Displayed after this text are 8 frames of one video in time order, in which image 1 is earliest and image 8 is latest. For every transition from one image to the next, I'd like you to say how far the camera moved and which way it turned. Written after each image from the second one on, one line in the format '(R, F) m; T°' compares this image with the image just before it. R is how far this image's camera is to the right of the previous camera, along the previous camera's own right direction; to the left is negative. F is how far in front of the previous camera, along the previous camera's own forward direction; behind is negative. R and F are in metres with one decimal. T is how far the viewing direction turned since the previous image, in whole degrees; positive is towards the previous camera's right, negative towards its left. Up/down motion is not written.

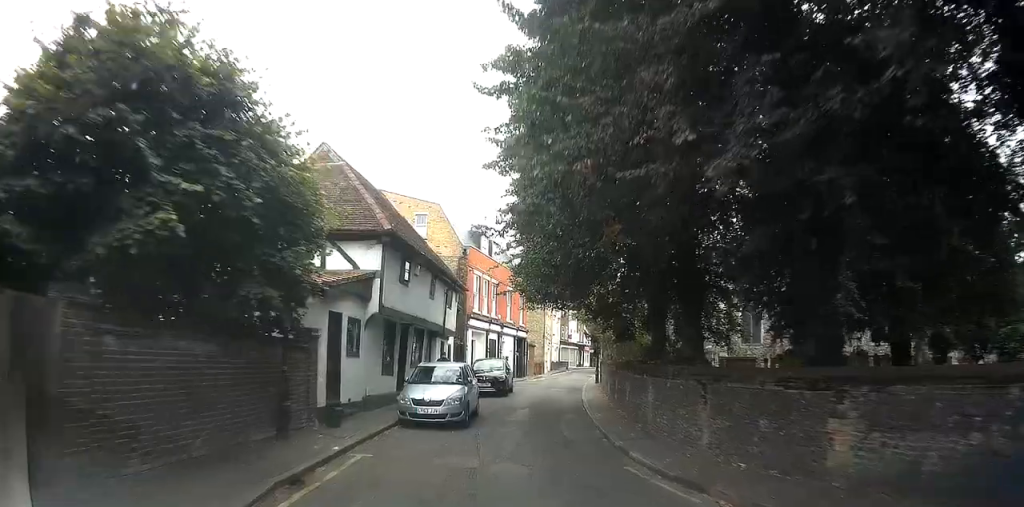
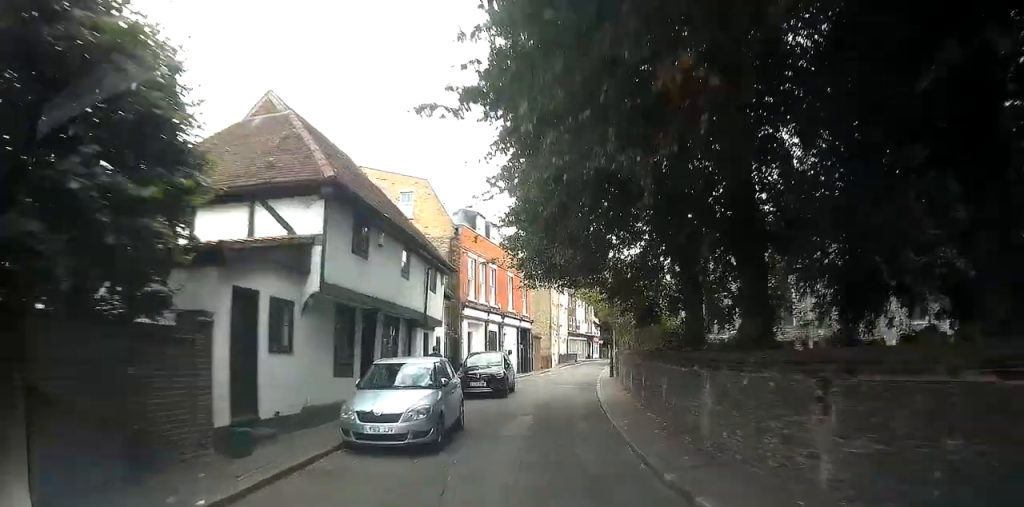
(+0.1, +2.8) m; +6°
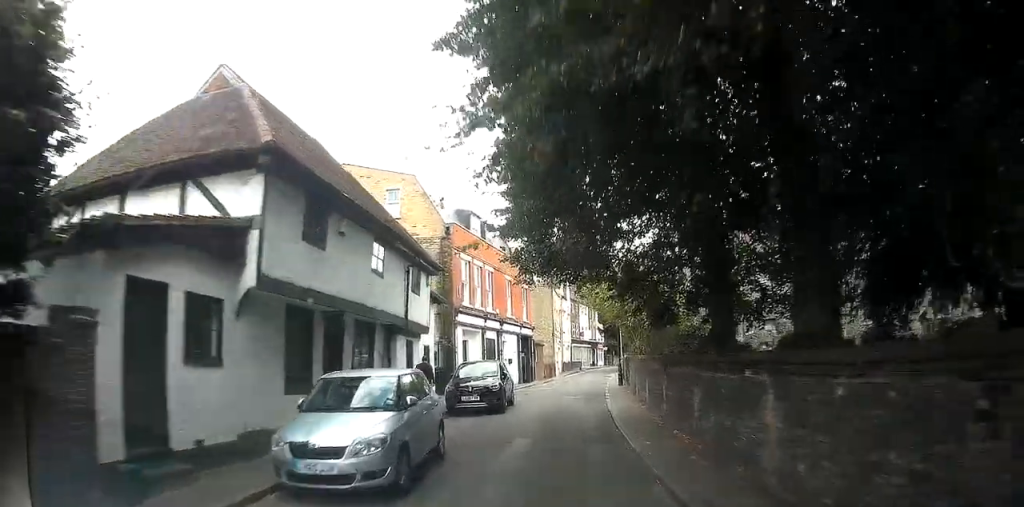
(+0.1, +2.5) m; +3°
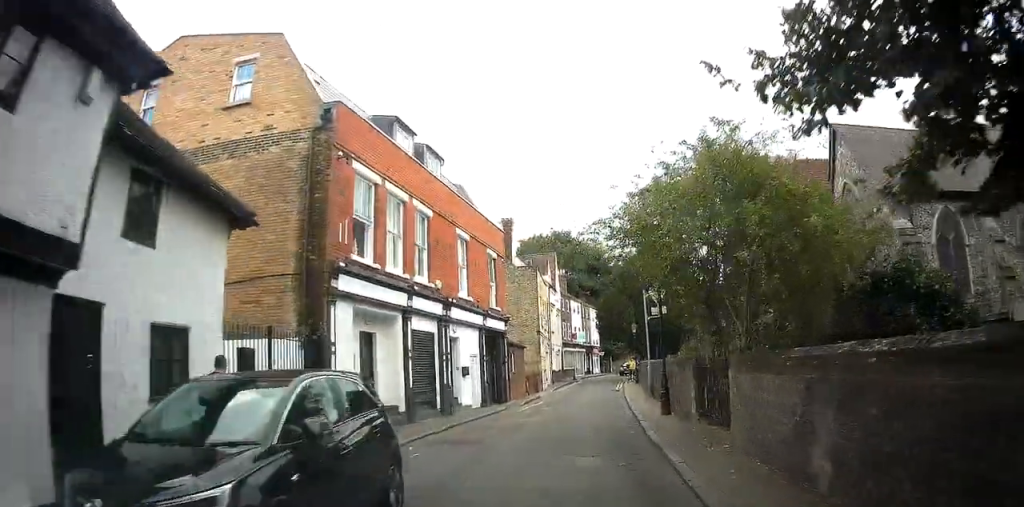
(+1.6, +14.7) m; +16°
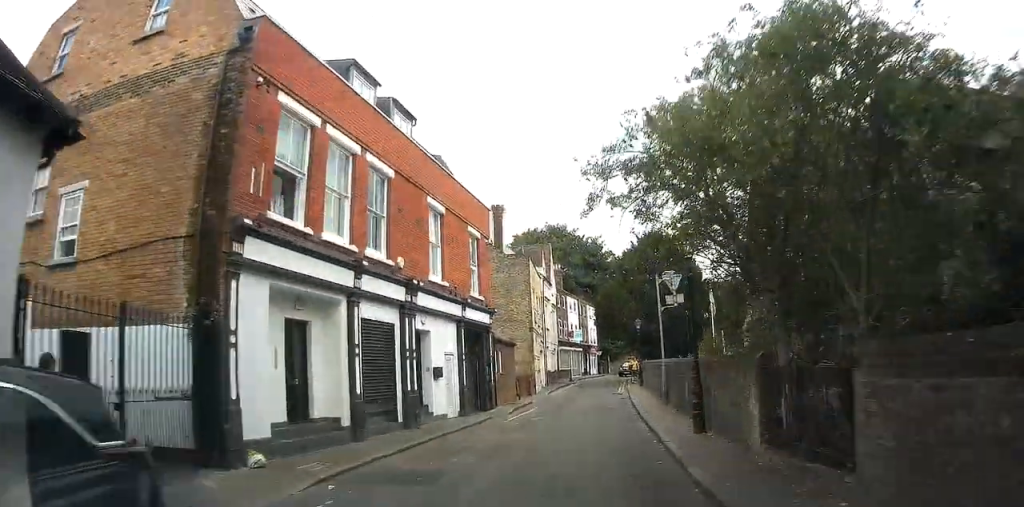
(+0.3, +3.2) m; -1°
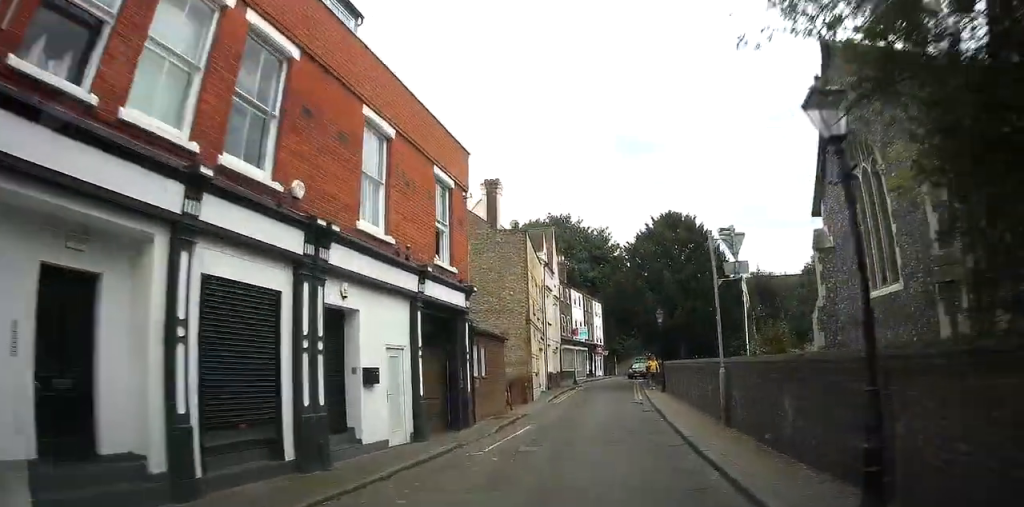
(-0.1, +5.0) m; 0°
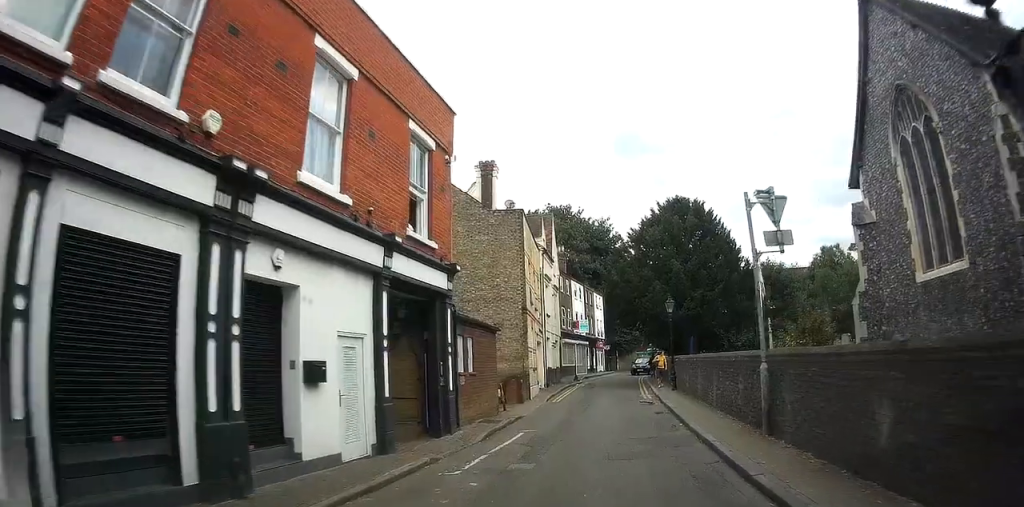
(-0.7, +2.4) m; +3°
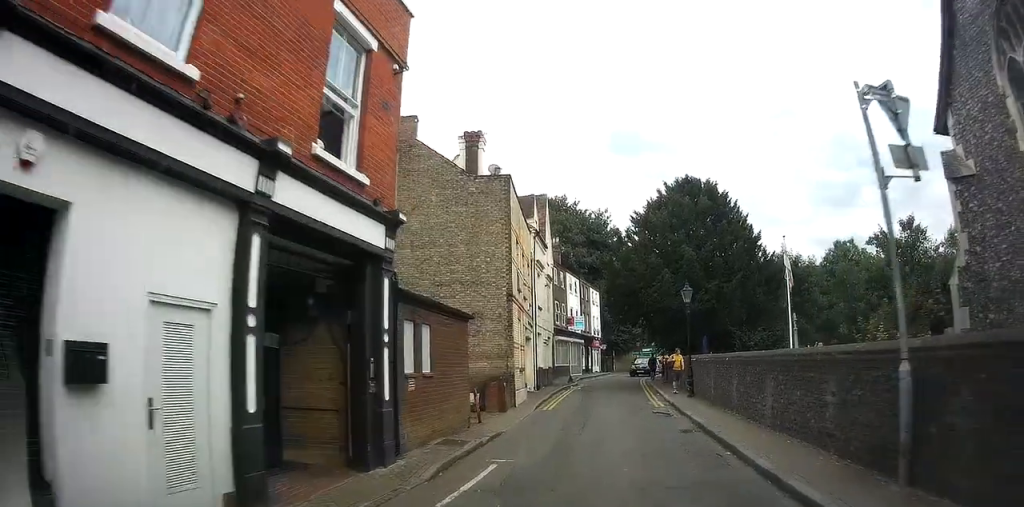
(+0.9, +4.6) m; 0°
